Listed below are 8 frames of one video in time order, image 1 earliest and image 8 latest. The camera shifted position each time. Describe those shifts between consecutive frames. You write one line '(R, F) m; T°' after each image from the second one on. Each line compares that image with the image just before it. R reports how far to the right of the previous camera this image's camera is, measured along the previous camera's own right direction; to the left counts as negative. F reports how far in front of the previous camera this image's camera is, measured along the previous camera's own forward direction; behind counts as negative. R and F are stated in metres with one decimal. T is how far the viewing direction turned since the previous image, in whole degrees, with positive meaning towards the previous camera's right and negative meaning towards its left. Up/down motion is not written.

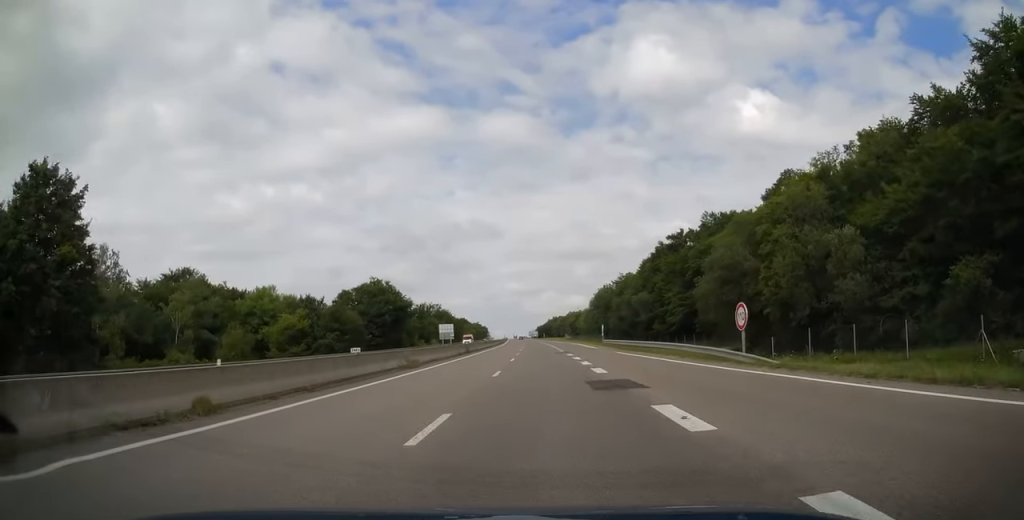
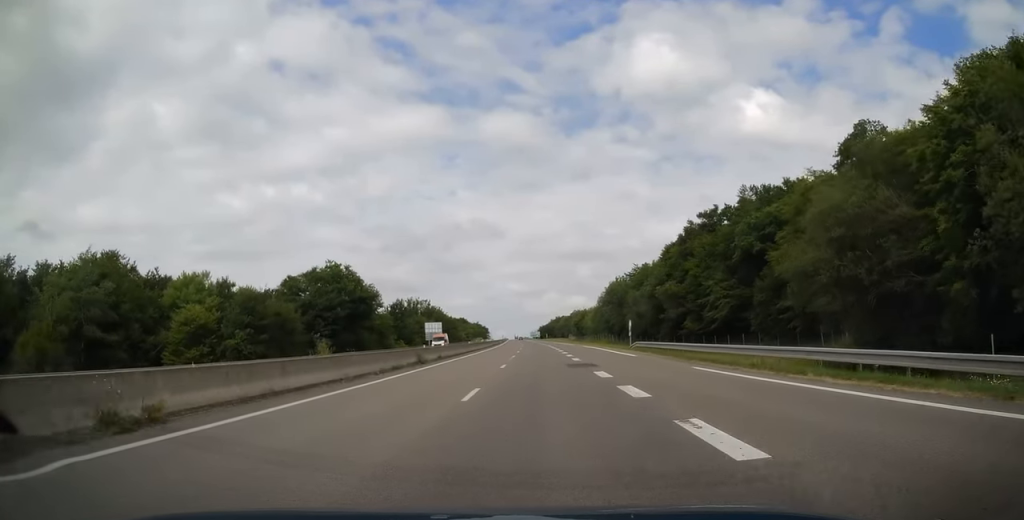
(-0.4, +21.3) m; -1°
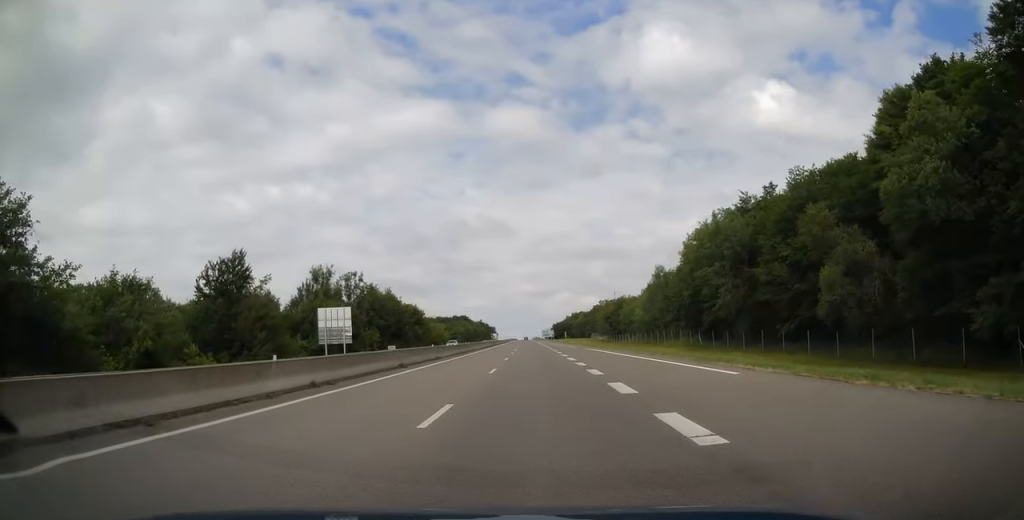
(-0.3, +70.3) m; 0°
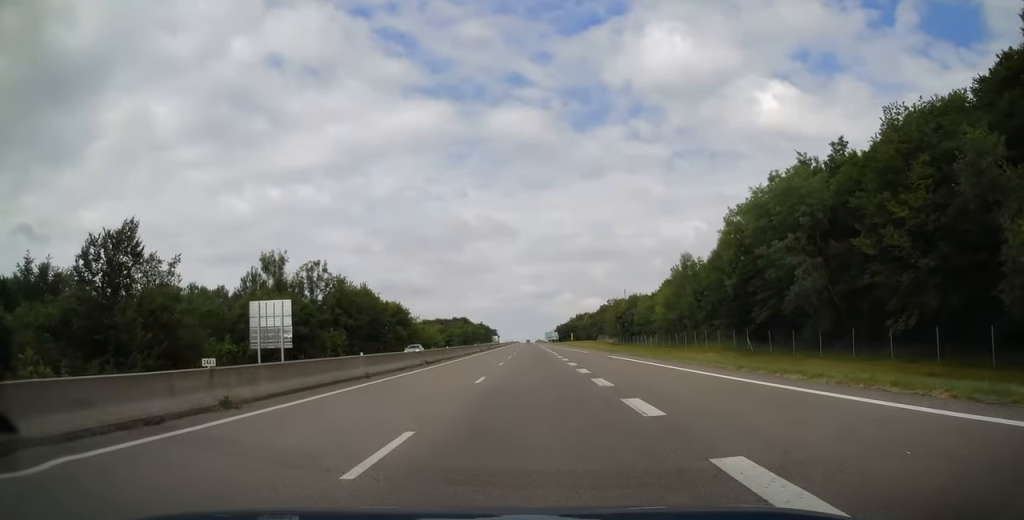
(+0.1, +16.5) m; -1°
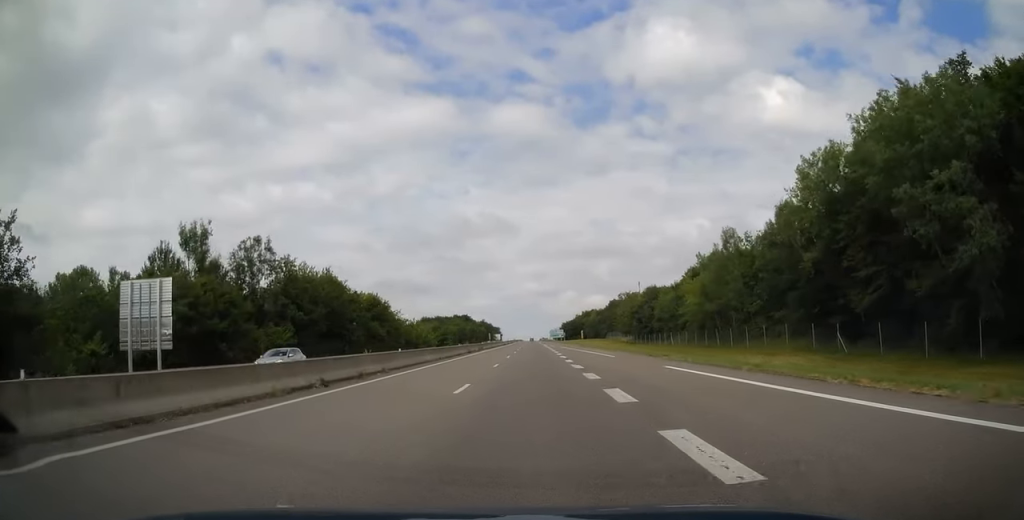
(-0.1, +17.5) m; -1°
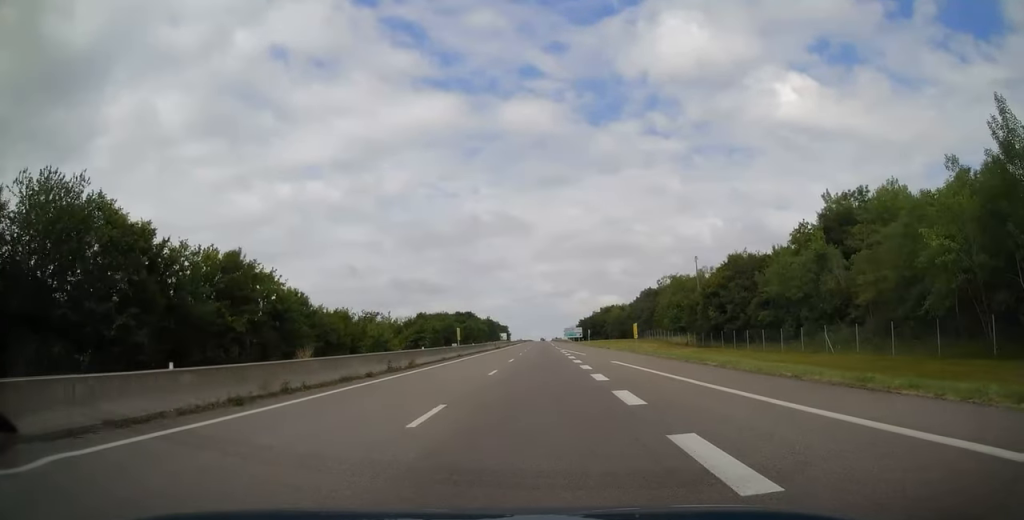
(-0.5, +45.6) m; -1°
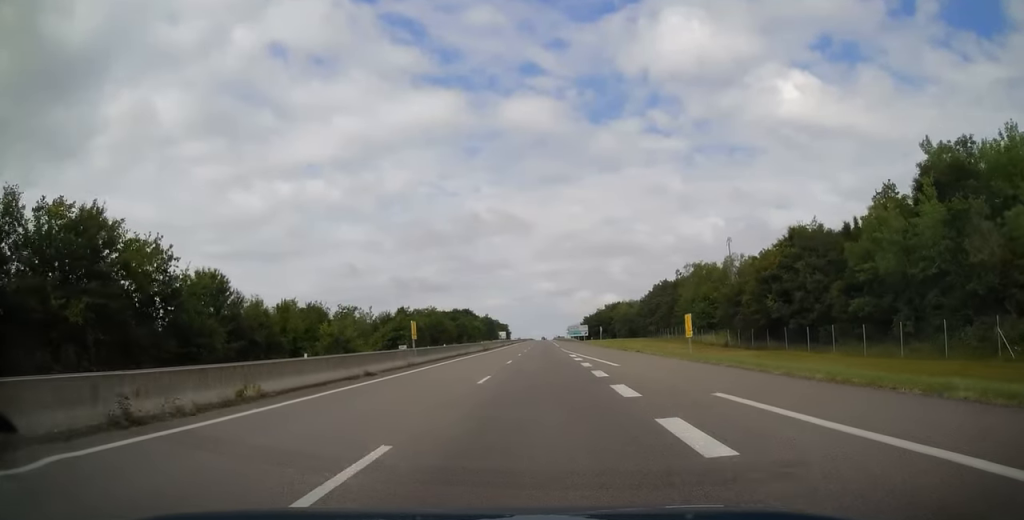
(-0.2, +18.0) m; 0°
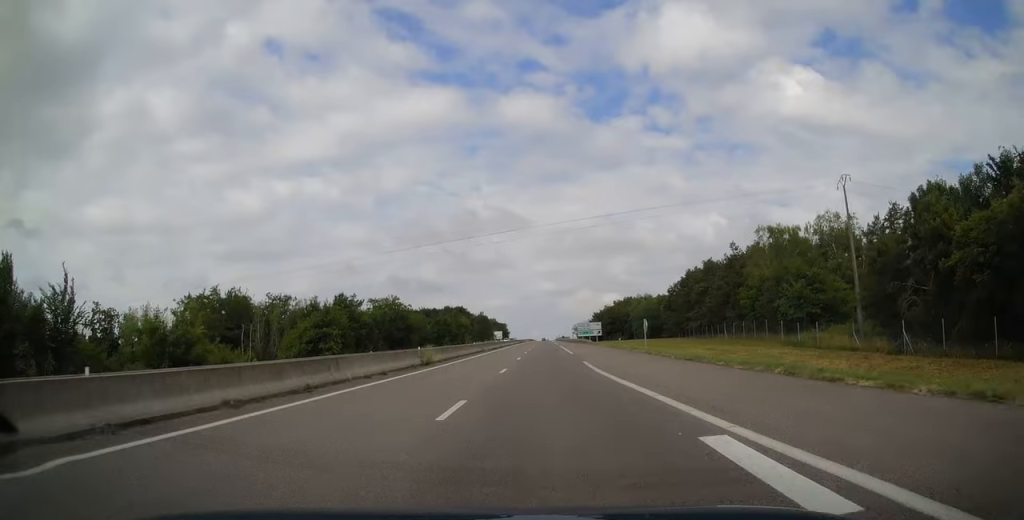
(+0.2, +34.6) m; +1°
